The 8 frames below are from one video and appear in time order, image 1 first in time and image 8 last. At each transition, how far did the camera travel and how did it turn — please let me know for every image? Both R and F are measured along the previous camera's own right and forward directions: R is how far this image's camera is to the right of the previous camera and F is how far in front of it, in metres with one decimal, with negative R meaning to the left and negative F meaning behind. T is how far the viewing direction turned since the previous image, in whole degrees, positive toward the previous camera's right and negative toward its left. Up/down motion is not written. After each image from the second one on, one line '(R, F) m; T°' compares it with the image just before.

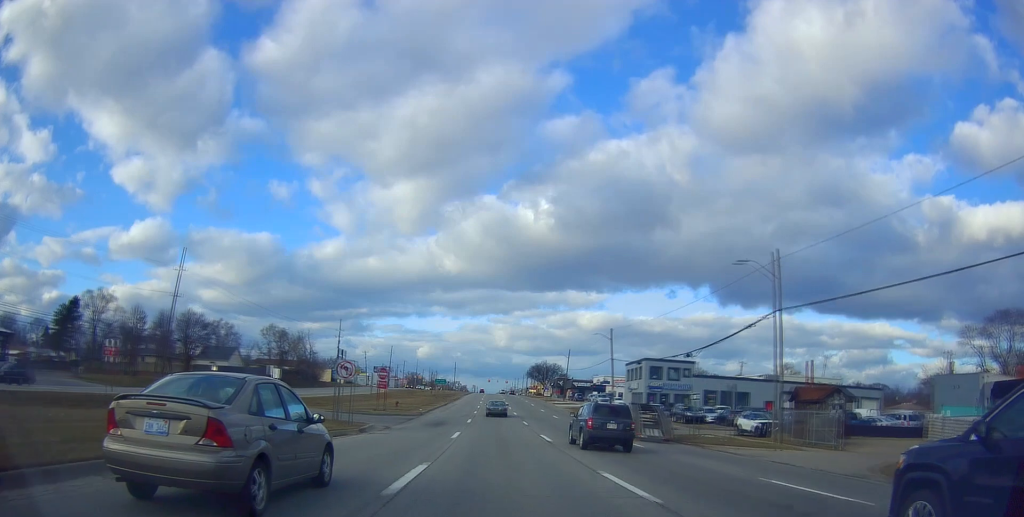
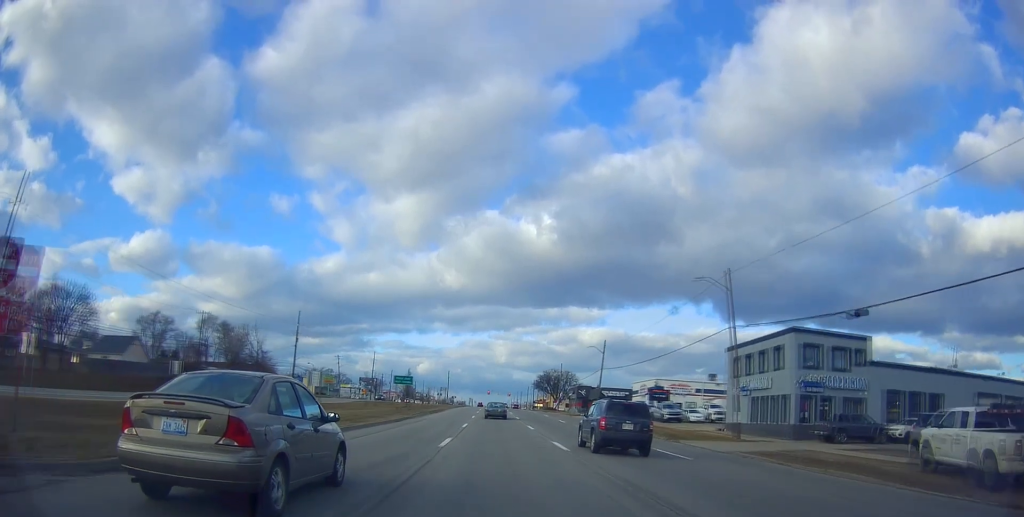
(+0.7, +36.6) m; +2°
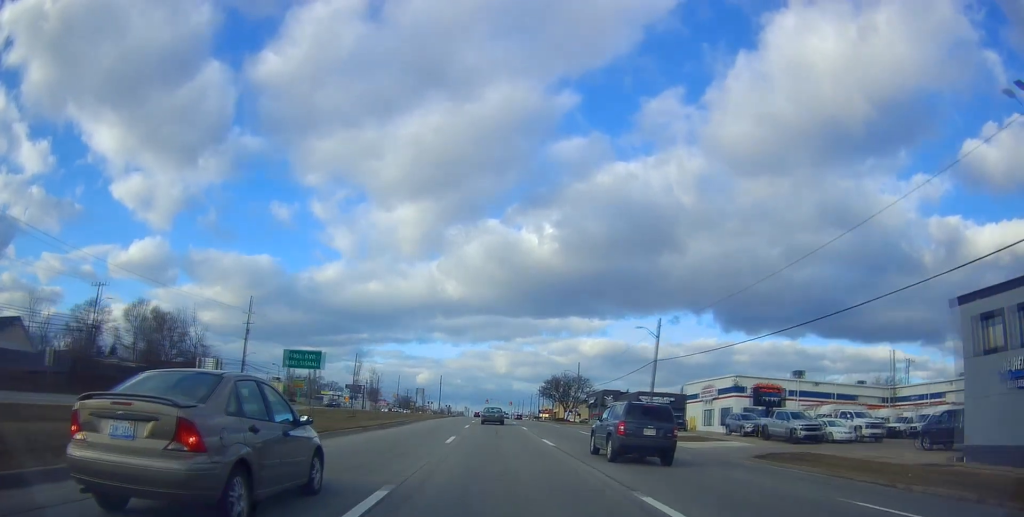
(-0.3, +27.4) m; -1°
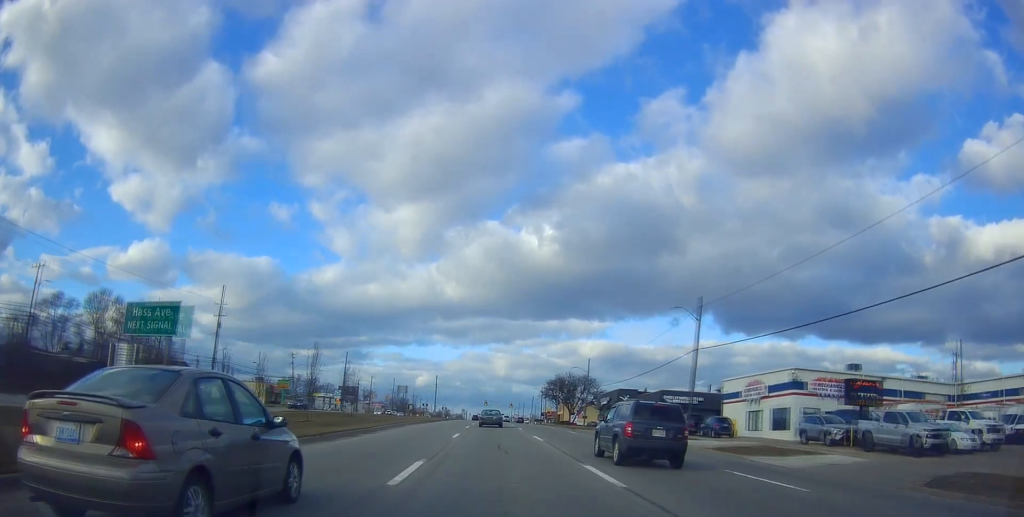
(0.0, +11.7) m; 0°
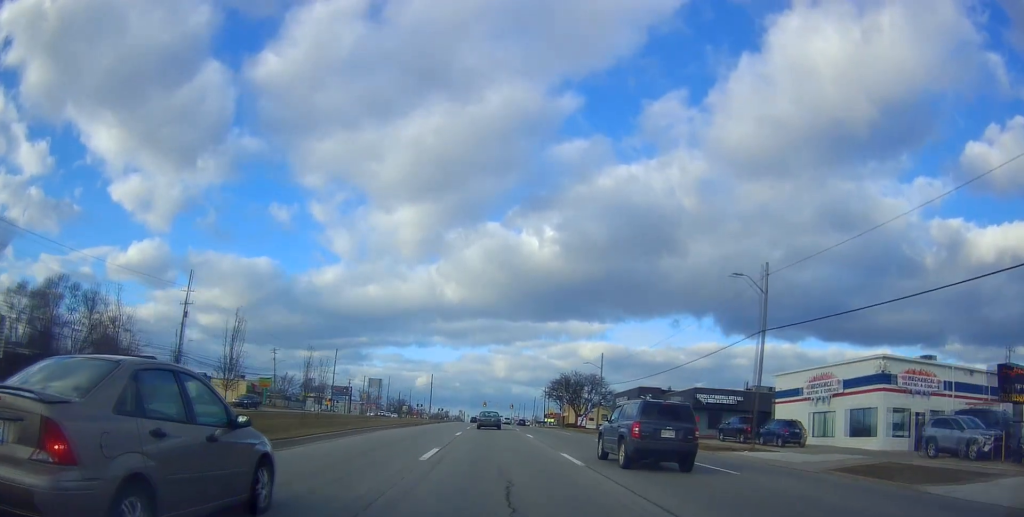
(+0.2, +11.7) m; +1°
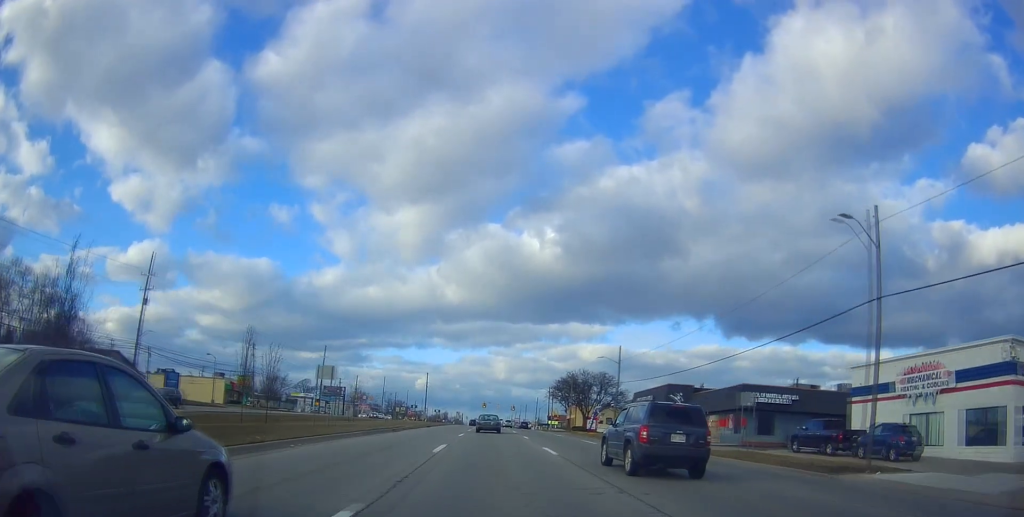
(0.0, +11.6) m; -1°
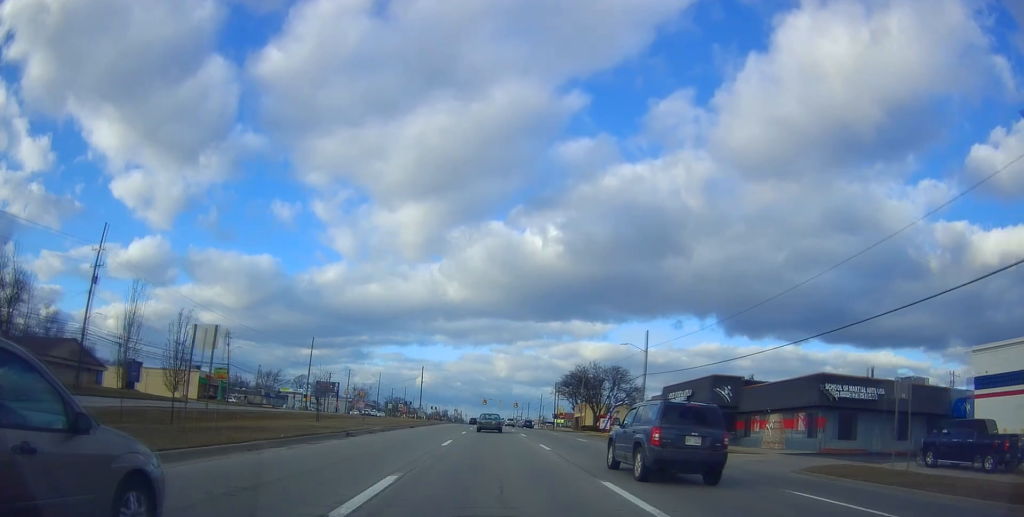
(+0.2, +12.2) m; -1°
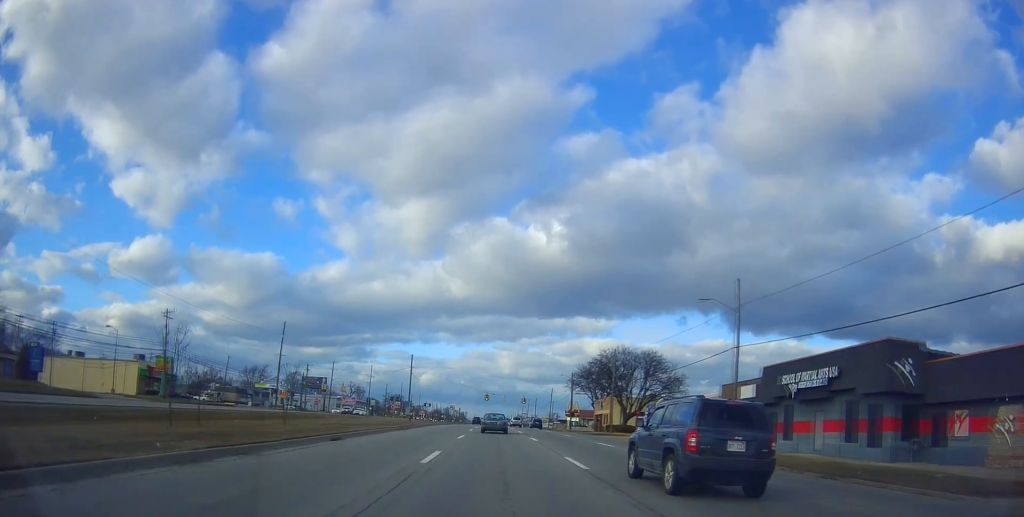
(-1.0, +22.4) m; -2°
